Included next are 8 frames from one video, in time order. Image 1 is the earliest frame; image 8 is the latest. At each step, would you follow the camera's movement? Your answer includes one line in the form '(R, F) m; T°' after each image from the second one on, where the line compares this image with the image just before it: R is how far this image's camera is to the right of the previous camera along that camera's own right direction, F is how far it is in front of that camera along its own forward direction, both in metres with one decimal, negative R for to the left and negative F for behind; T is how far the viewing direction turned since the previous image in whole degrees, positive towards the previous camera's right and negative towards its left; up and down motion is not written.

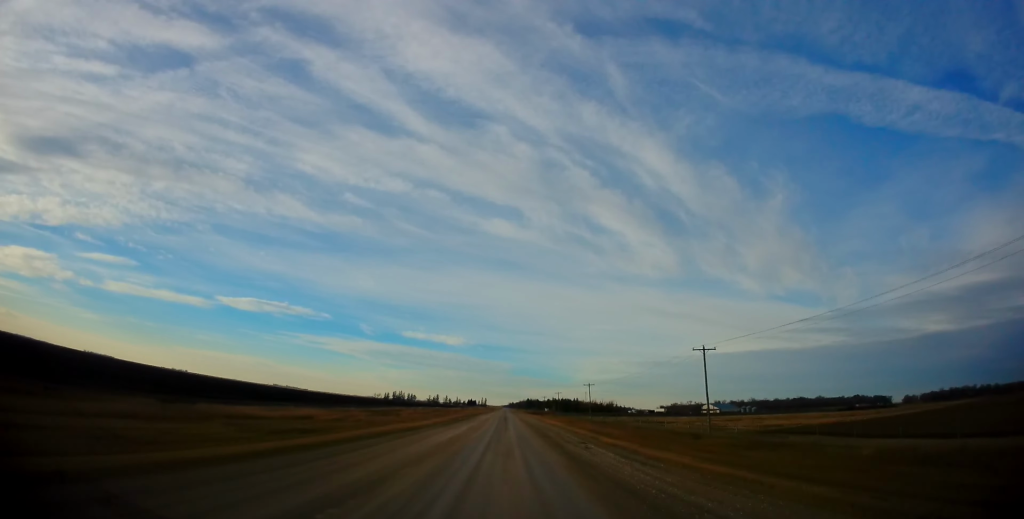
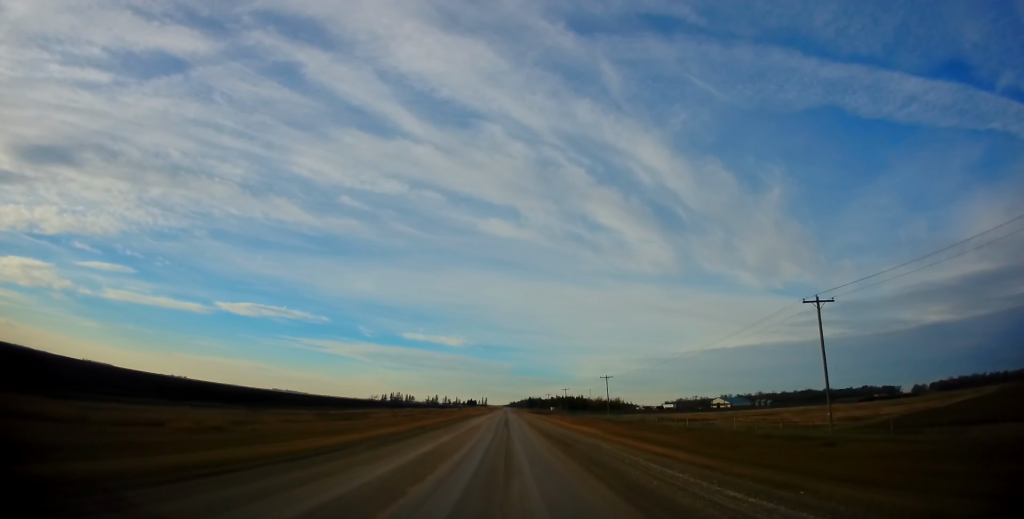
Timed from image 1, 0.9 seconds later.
(-0.7, +21.0) m; -1°
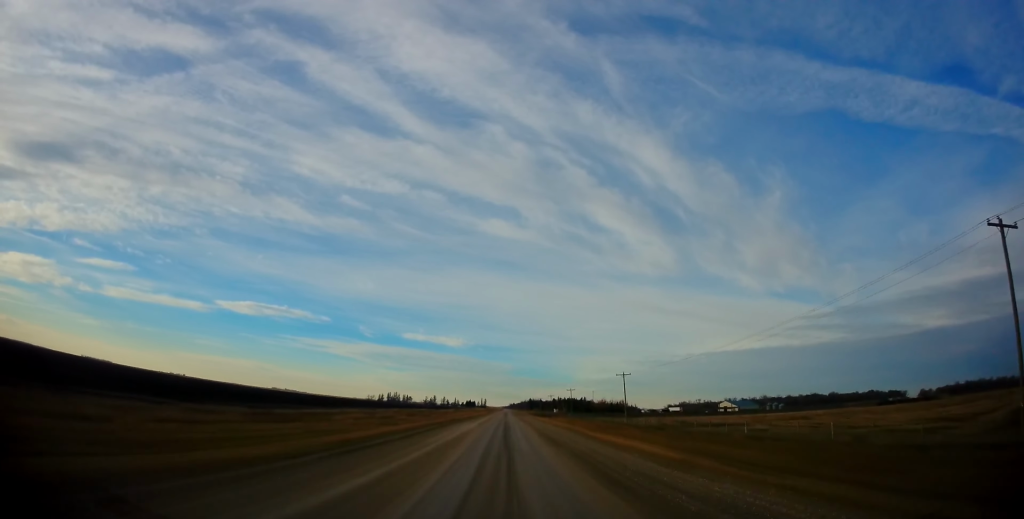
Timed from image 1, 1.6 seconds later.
(0.0, +15.2) m; 0°
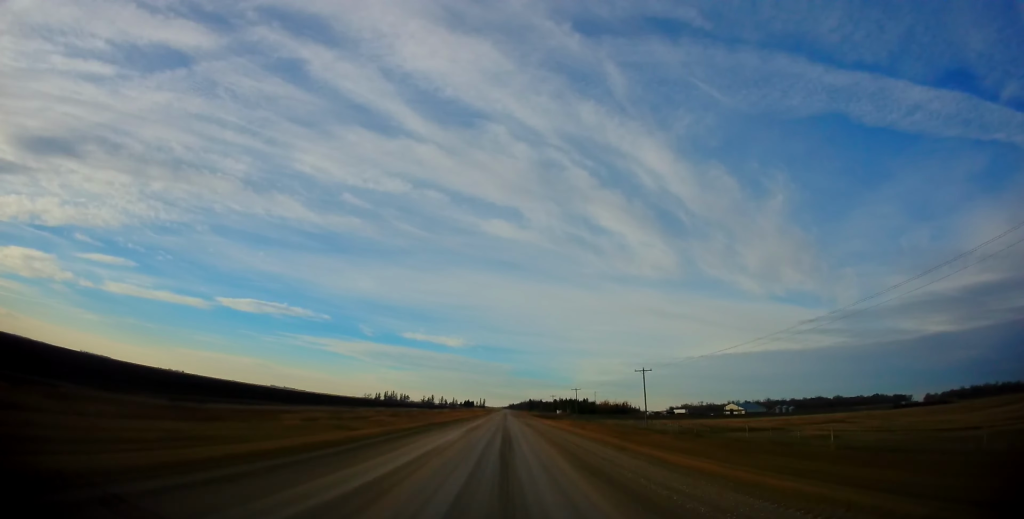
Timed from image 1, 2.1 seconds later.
(0.0, +12.7) m; +1°
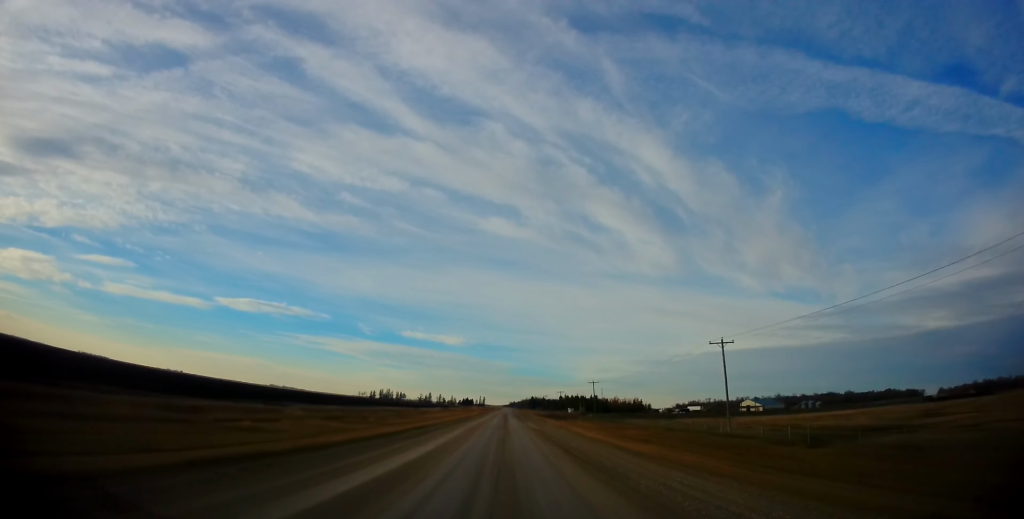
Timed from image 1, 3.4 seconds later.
(+0.2, +26.0) m; 0°
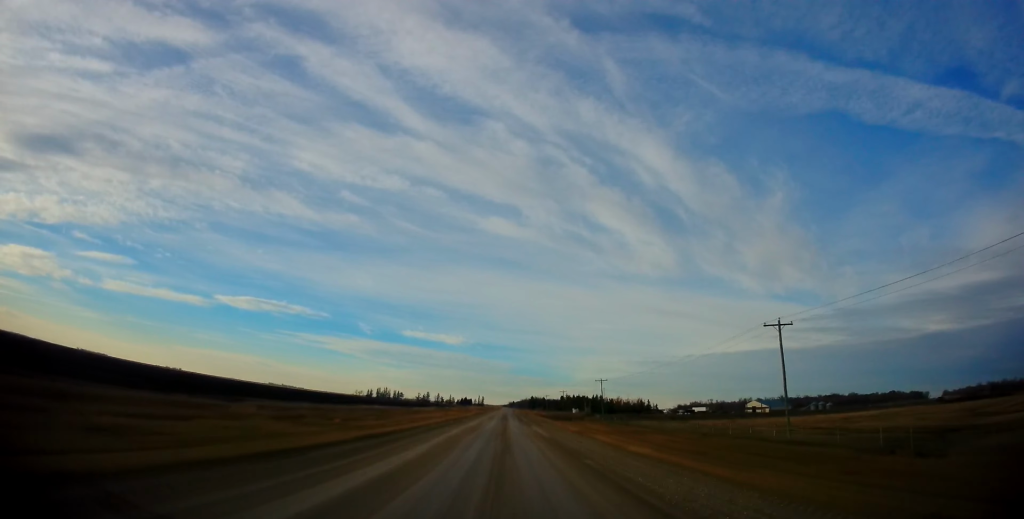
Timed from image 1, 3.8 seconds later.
(0.0, +9.2) m; 0°
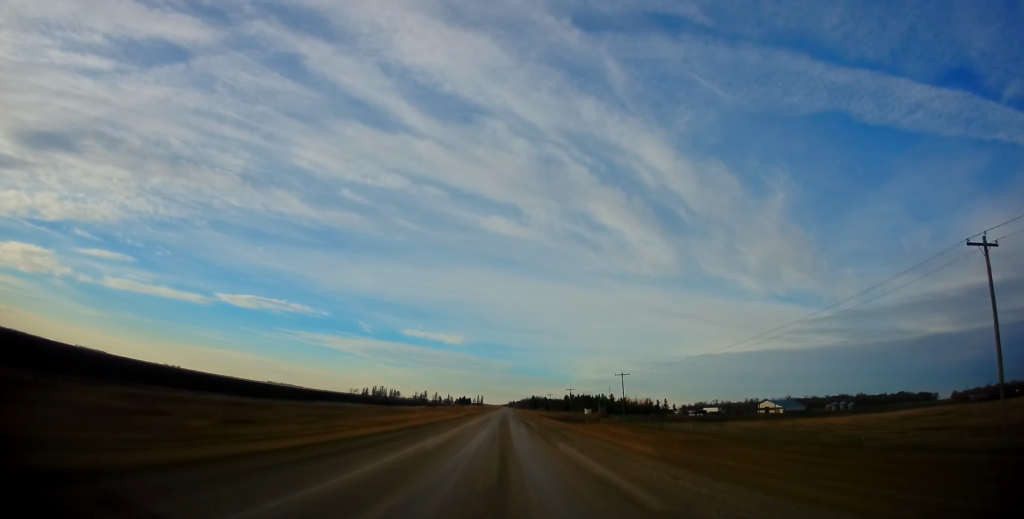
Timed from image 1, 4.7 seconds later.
(-0.1, +17.1) m; 0°
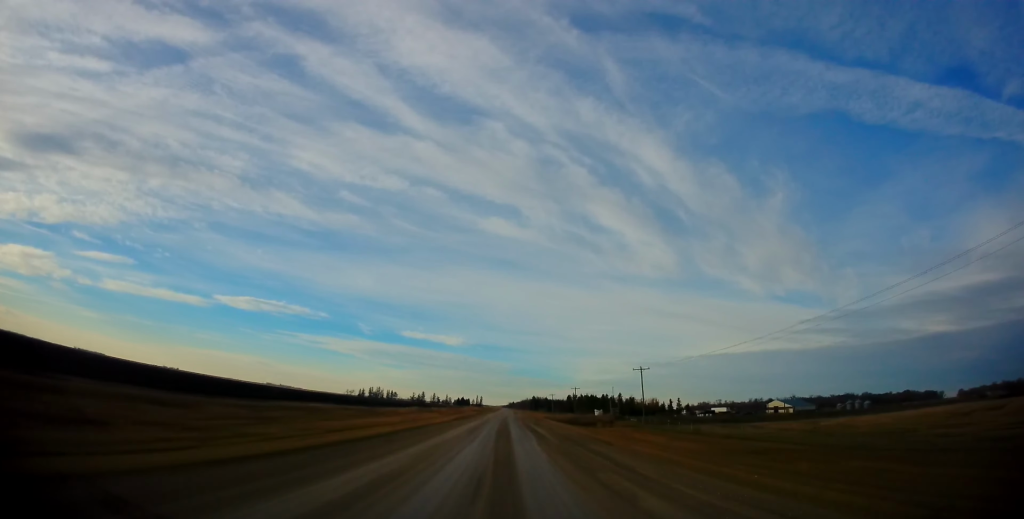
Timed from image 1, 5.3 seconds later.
(0.0, +11.7) m; 0°
